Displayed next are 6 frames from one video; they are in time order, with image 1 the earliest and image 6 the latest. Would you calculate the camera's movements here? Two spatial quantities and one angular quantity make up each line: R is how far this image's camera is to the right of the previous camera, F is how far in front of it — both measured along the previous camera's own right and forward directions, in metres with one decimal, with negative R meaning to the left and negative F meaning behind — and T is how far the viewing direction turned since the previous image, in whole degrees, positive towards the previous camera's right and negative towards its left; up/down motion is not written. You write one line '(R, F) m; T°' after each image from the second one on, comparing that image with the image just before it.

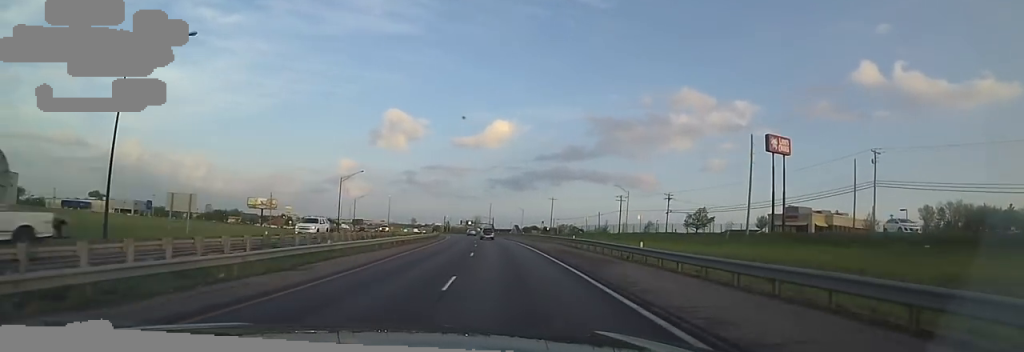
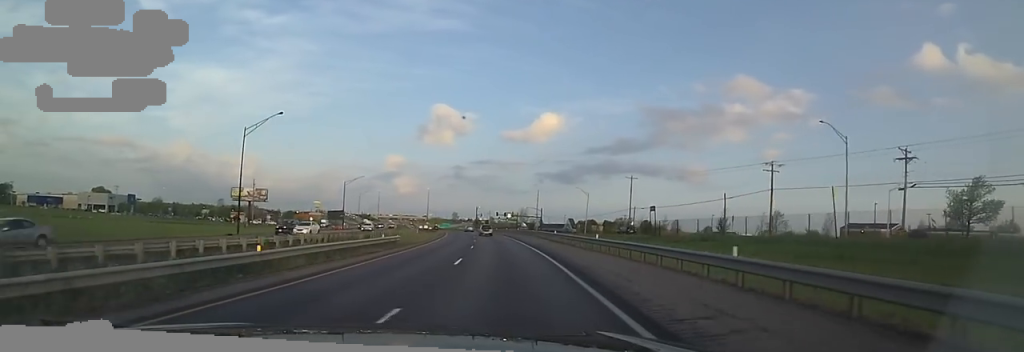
(-3.2, +54.0) m; -6°
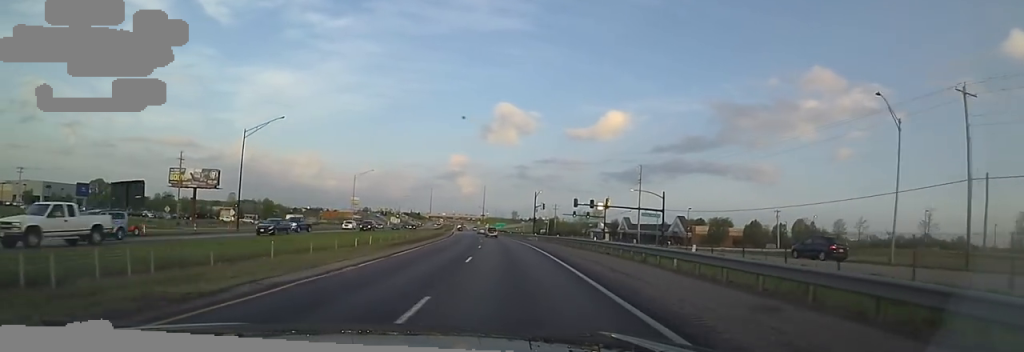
(-5.3, +71.8) m; -7°
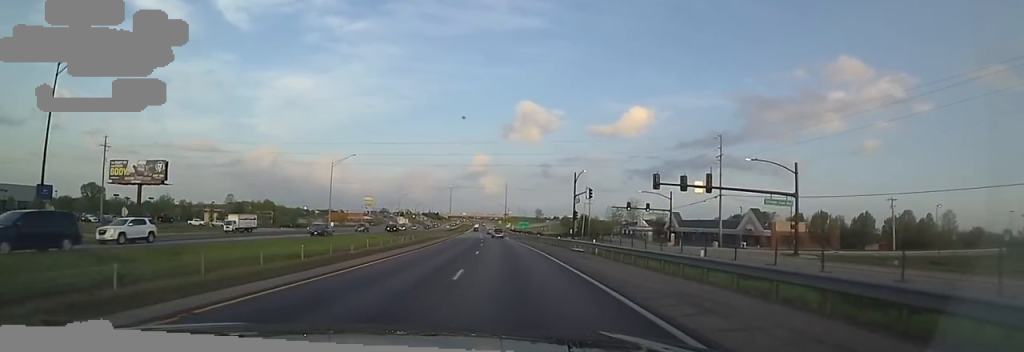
(+0.1, +29.8) m; -1°
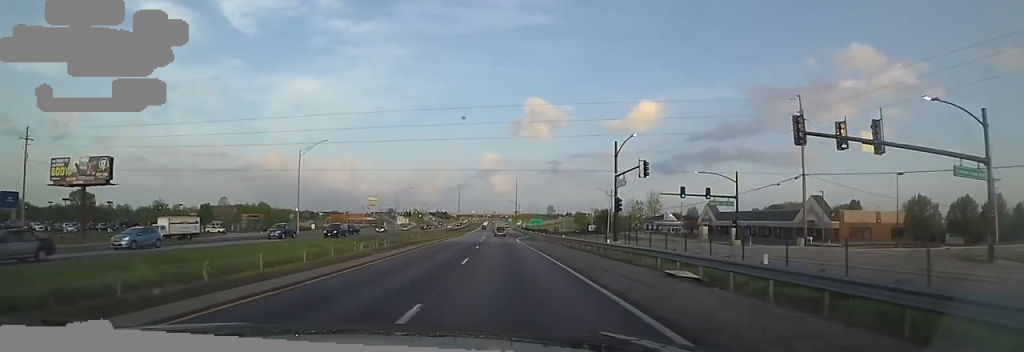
(+0.1, +18.9) m; -2°
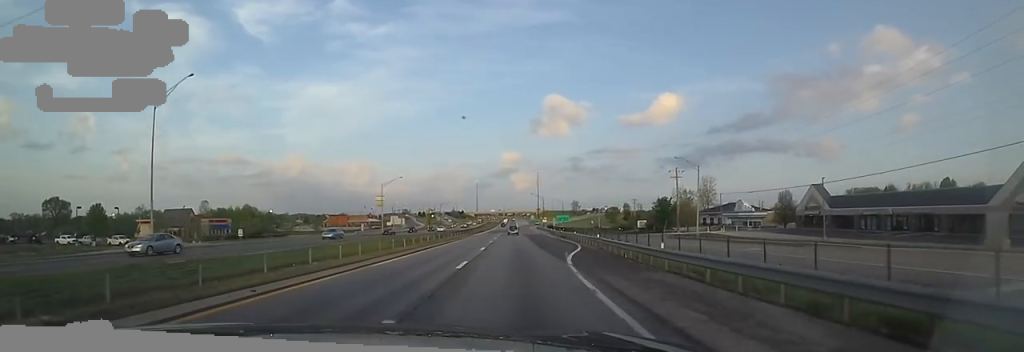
(-1.9, +38.6) m; -3°
